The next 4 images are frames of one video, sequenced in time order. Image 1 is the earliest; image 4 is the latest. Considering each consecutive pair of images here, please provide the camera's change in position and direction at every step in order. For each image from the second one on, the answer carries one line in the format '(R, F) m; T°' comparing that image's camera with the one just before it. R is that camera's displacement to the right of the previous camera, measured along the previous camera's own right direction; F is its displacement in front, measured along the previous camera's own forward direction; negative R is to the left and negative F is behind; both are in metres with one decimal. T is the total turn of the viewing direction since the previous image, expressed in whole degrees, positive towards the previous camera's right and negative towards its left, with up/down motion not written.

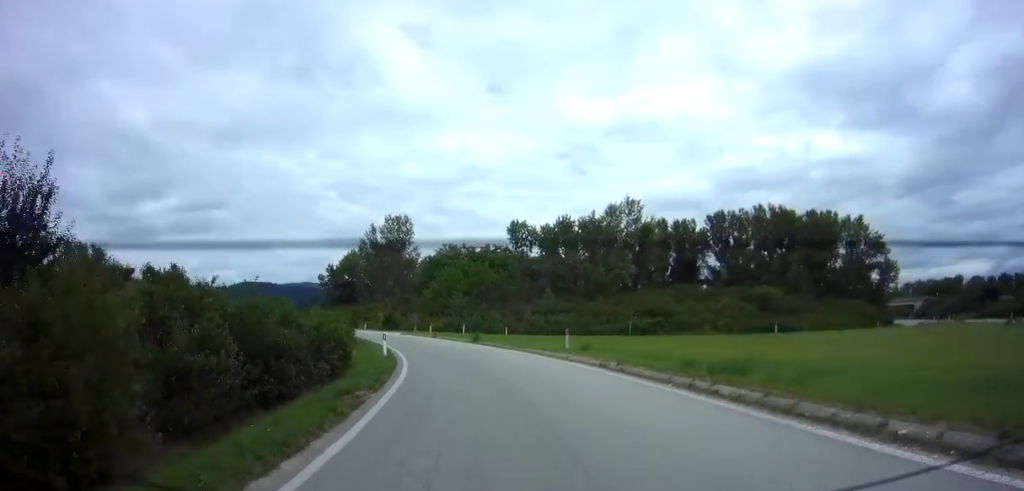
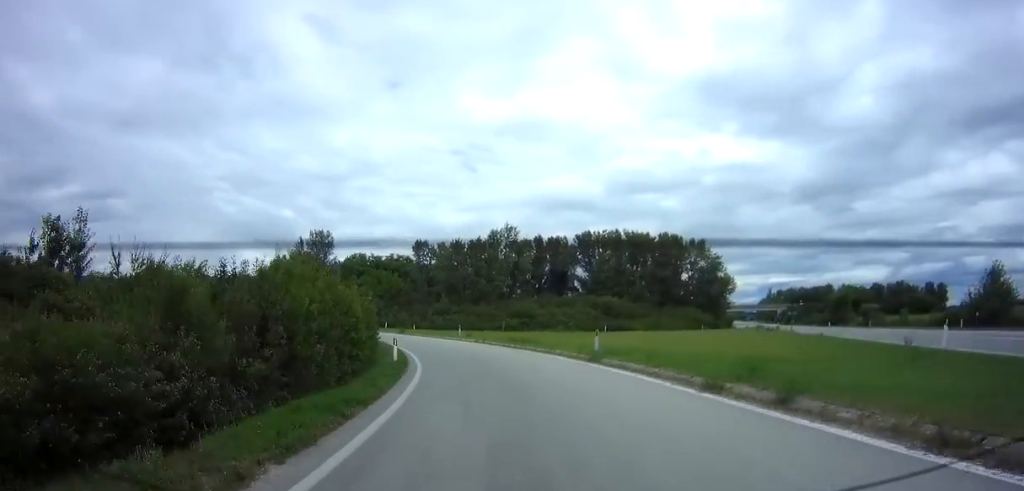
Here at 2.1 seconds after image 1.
(+2.4, +21.7) m; +11°
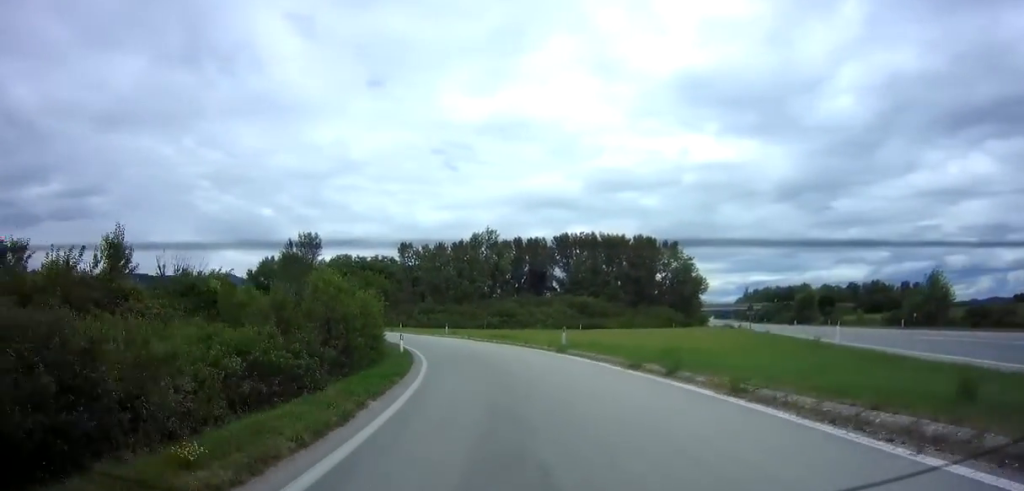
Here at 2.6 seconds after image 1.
(0.0, +5.0) m; +2°
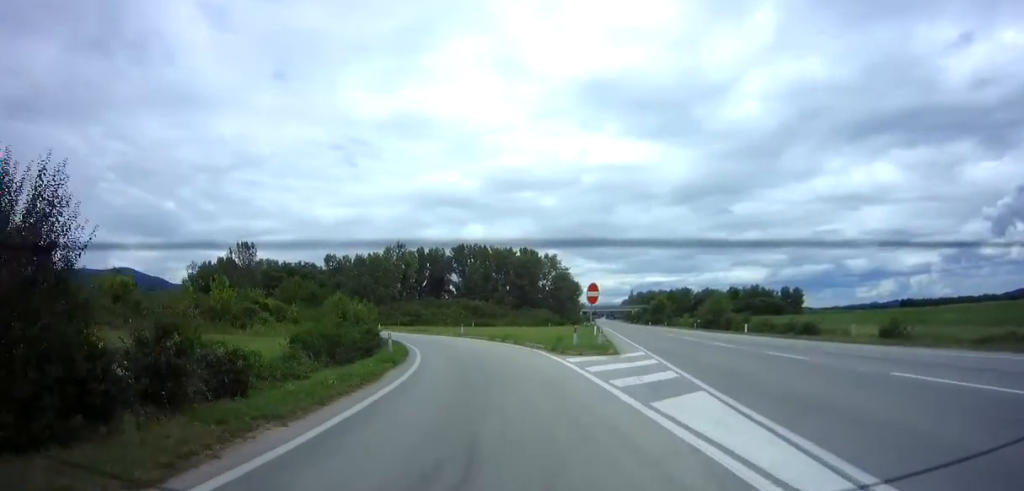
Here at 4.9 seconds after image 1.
(+3.0, +22.2) m; +13°
